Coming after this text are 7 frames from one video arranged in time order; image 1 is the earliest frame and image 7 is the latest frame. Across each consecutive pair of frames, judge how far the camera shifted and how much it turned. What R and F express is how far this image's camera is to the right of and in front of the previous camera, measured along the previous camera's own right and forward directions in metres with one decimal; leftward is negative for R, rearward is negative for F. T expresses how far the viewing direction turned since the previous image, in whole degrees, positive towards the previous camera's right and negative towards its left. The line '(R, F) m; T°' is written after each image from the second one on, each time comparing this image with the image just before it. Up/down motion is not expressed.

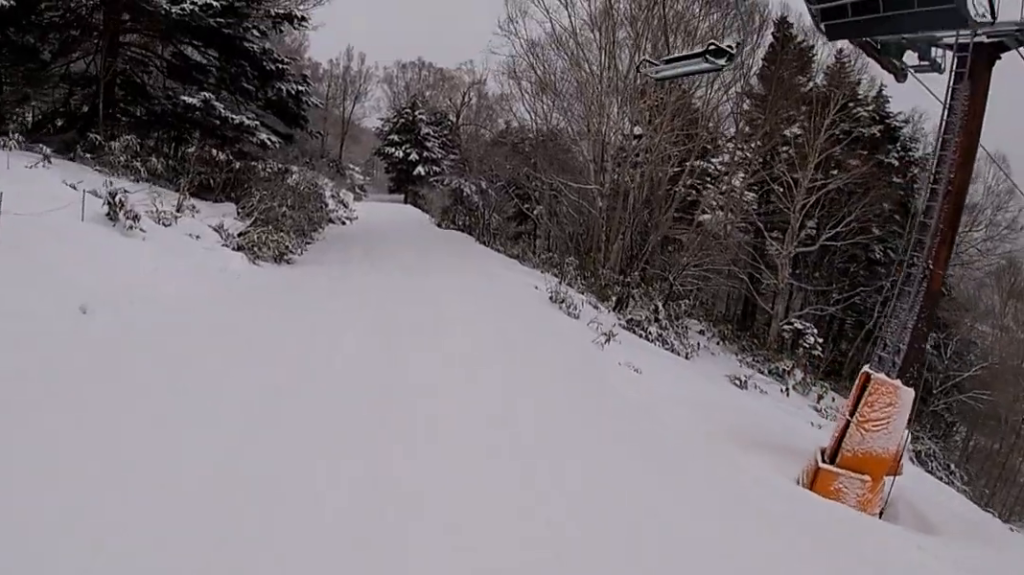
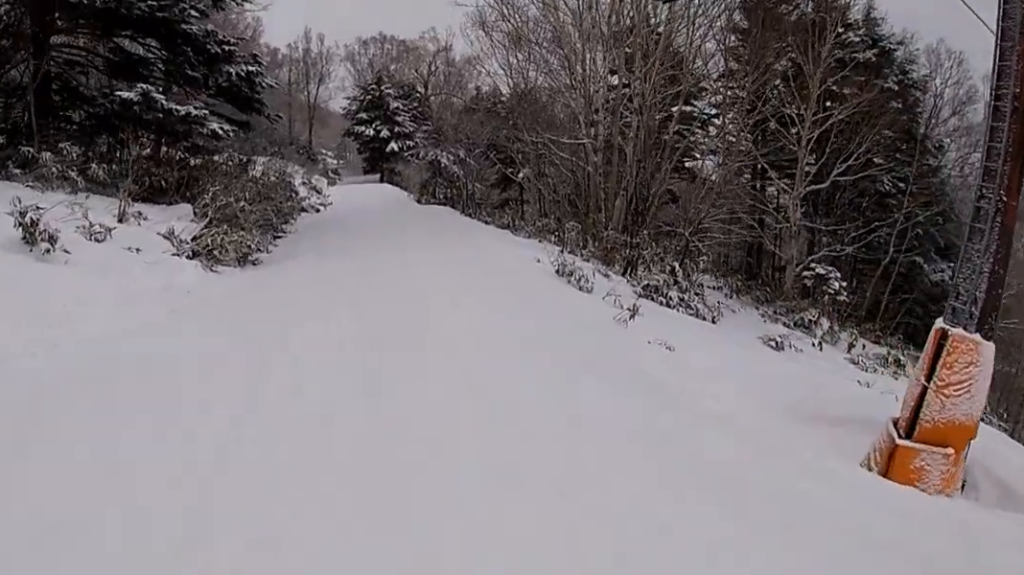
(0.0, +1.8) m; +3°
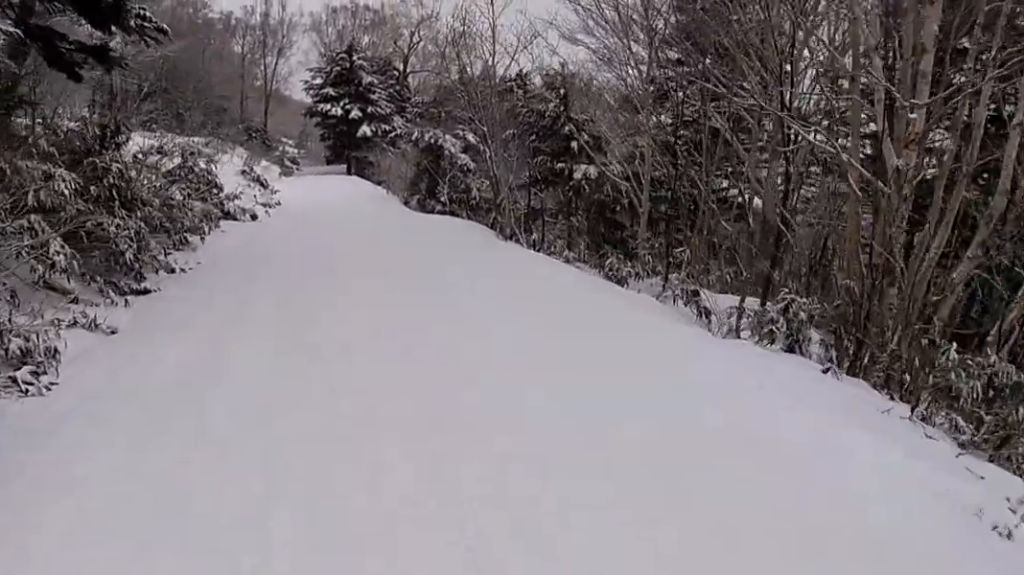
(-0.8, +11.8) m; -16°
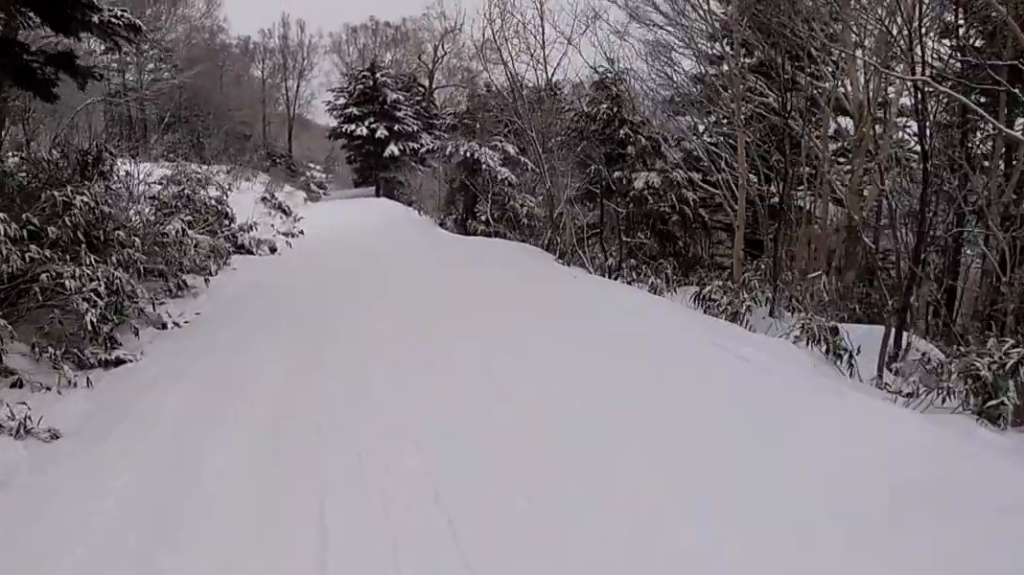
(+0.1, +2.5) m; +3°
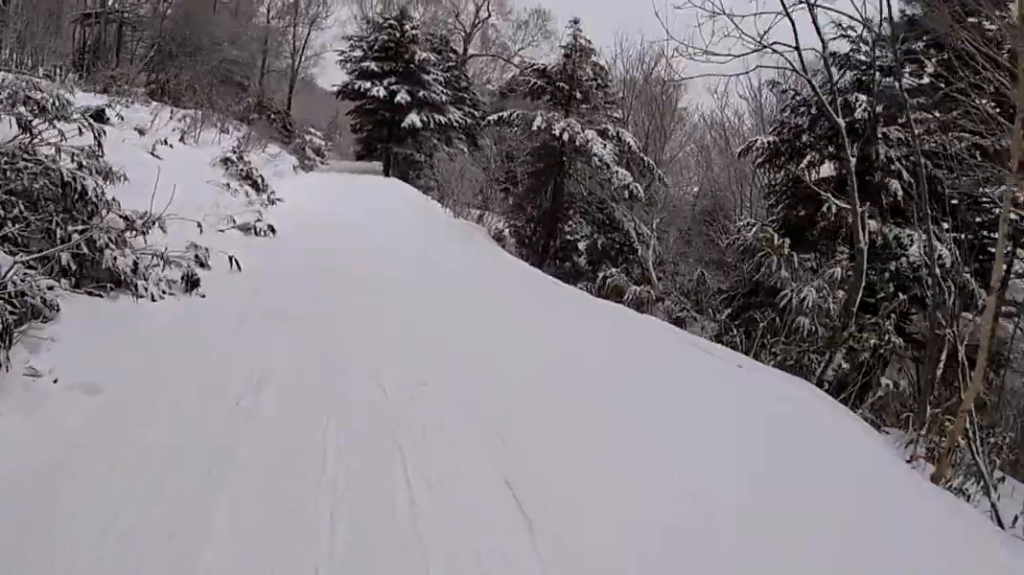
(+0.9, +9.0) m; +6°
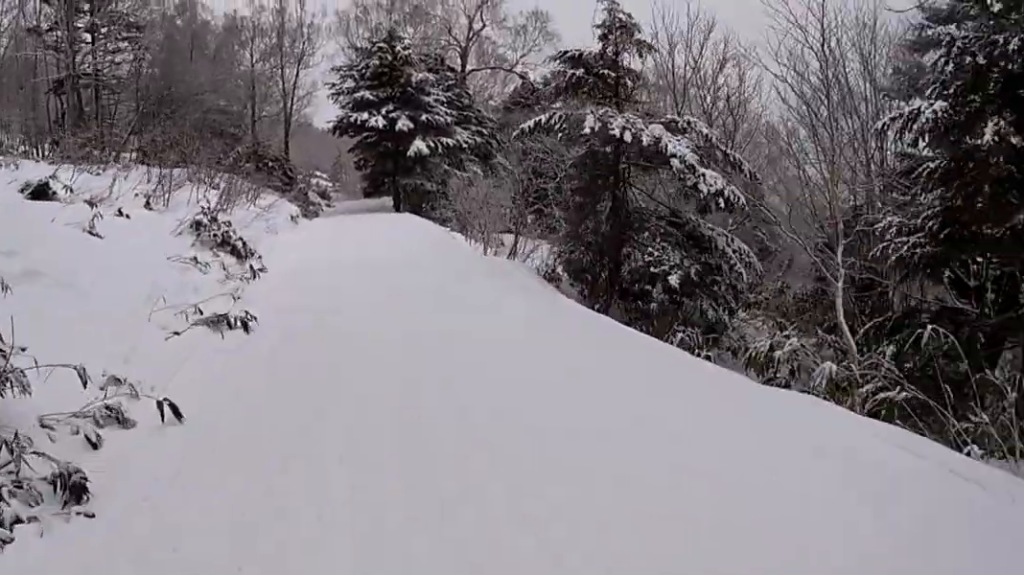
(0.0, +3.6) m; -3°
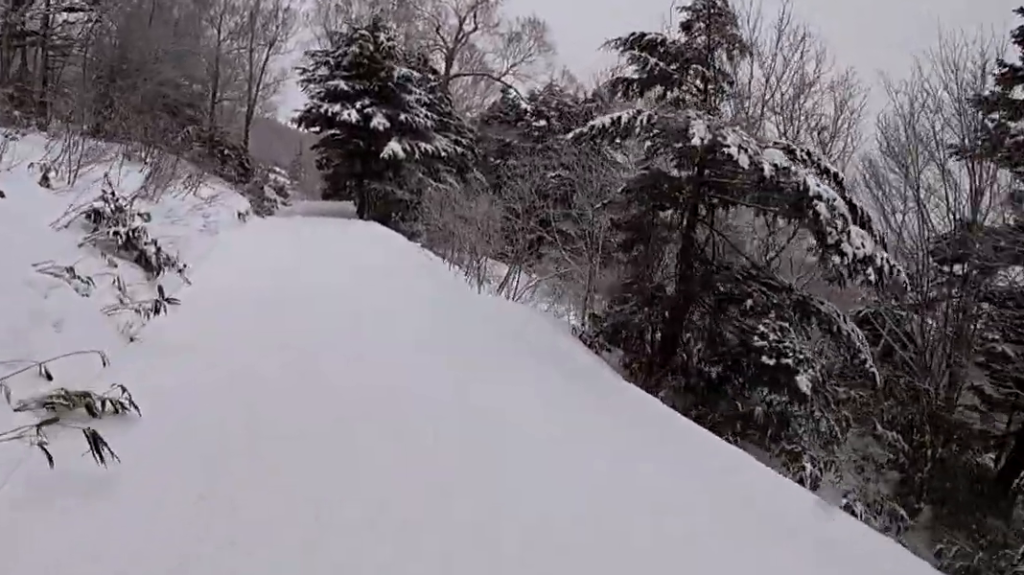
(-0.1, +4.0) m; -7°
